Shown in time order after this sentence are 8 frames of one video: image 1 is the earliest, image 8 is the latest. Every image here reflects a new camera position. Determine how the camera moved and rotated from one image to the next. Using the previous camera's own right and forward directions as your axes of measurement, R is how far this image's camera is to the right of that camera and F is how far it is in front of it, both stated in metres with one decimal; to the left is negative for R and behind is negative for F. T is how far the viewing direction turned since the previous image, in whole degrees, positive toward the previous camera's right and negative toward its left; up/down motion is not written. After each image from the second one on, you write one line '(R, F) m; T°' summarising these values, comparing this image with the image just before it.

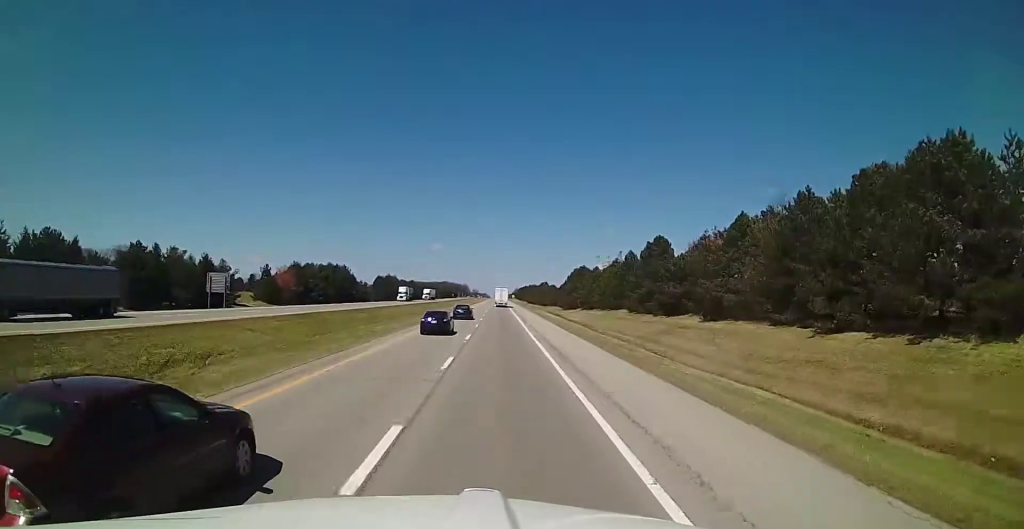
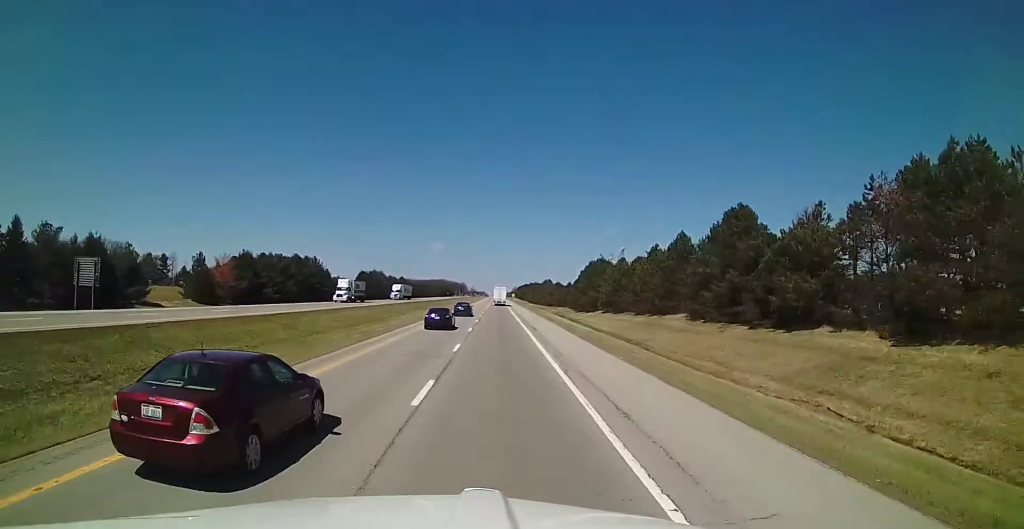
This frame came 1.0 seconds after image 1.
(+0.2, +30.0) m; 0°
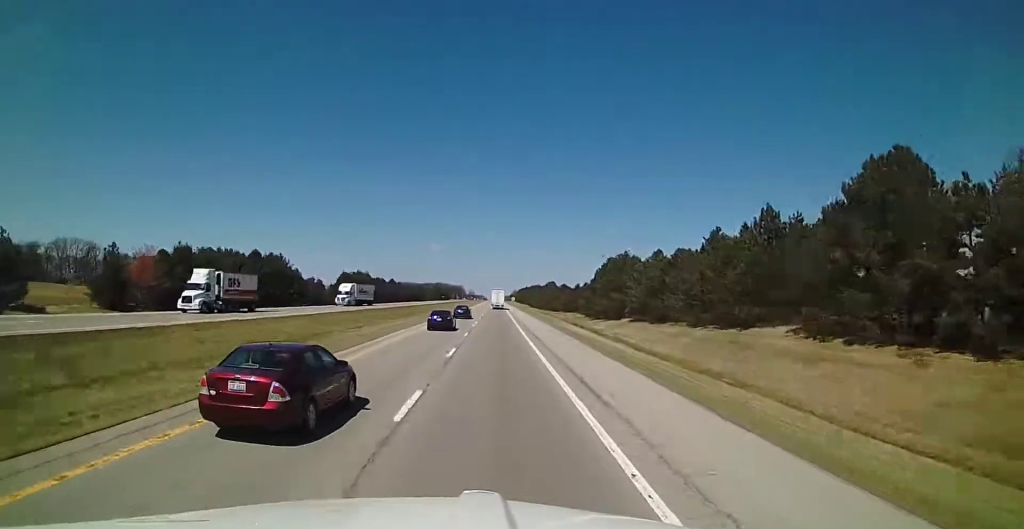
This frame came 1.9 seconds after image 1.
(-0.2, +25.2) m; 0°
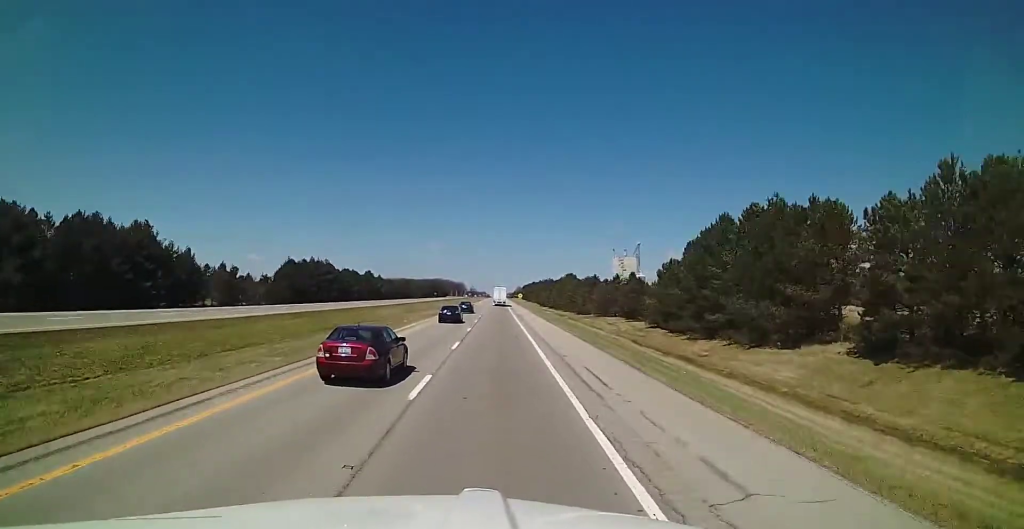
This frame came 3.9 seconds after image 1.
(0.0, +57.1) m; 0°
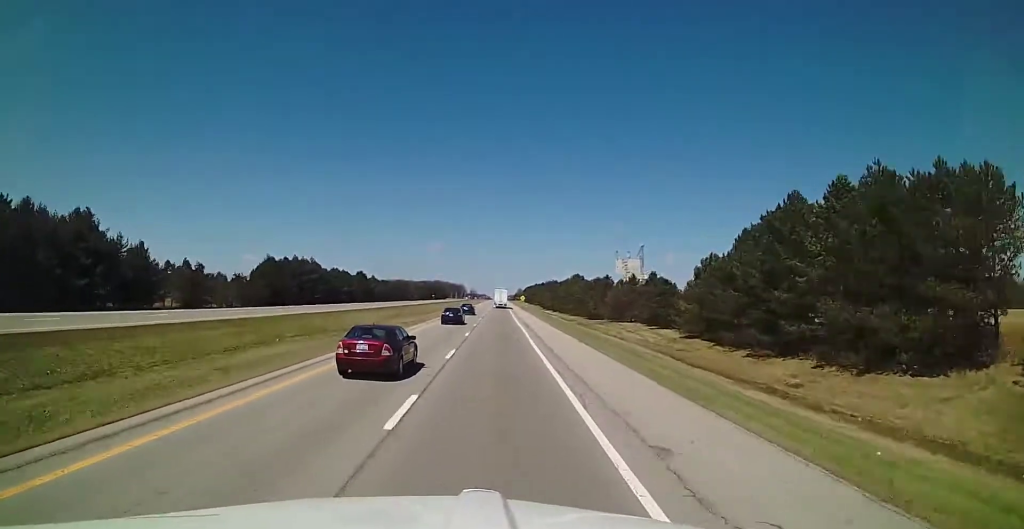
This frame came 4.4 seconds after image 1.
(-0.1, +14.5) m; 0°
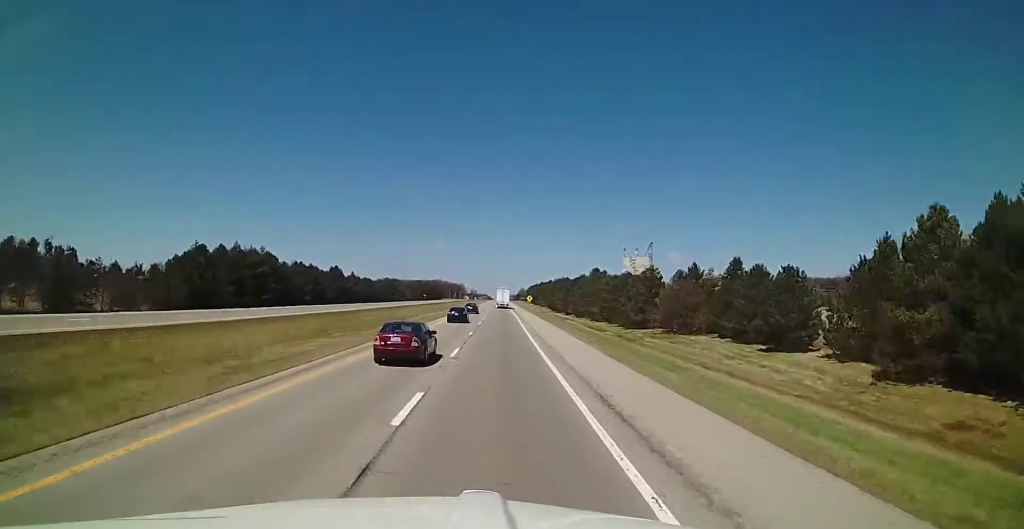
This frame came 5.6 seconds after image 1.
(+0.3, +34.9) m; 0°
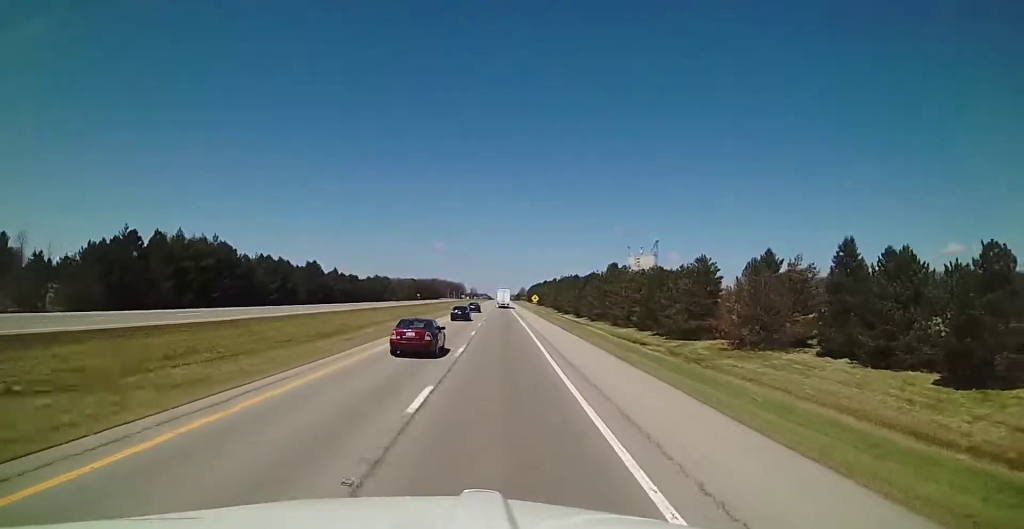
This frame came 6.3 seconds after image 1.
(-0.1, +22.4) m; 0°
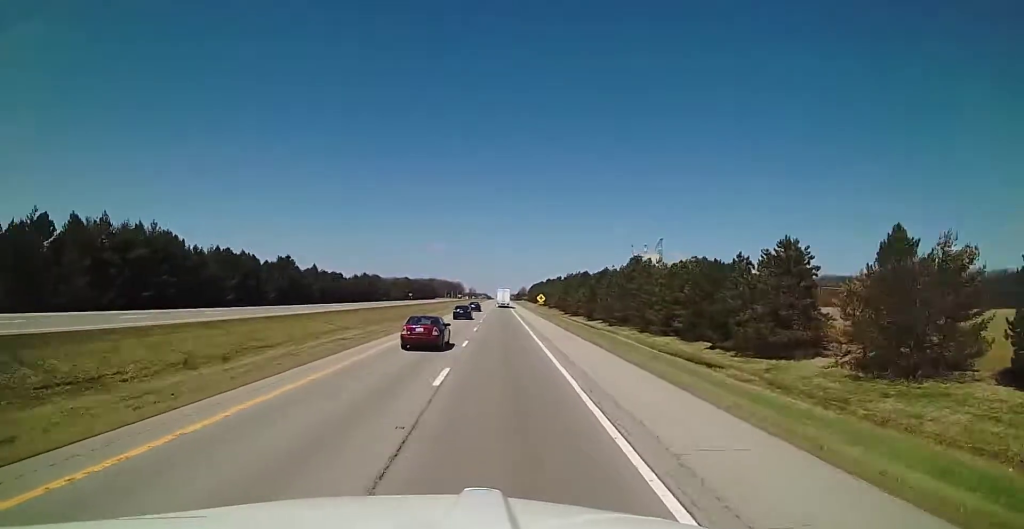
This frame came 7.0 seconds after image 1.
(-0.2, +20.4) m; 0°
